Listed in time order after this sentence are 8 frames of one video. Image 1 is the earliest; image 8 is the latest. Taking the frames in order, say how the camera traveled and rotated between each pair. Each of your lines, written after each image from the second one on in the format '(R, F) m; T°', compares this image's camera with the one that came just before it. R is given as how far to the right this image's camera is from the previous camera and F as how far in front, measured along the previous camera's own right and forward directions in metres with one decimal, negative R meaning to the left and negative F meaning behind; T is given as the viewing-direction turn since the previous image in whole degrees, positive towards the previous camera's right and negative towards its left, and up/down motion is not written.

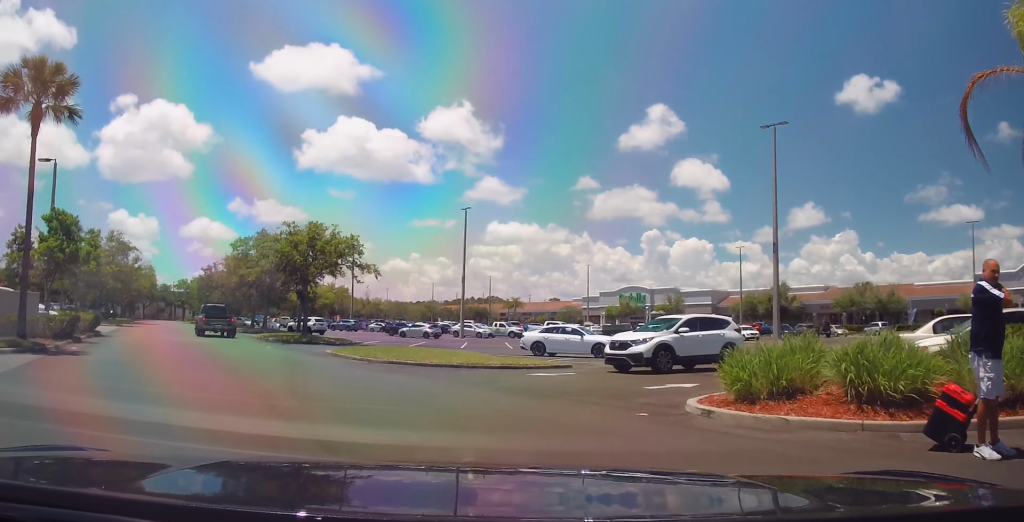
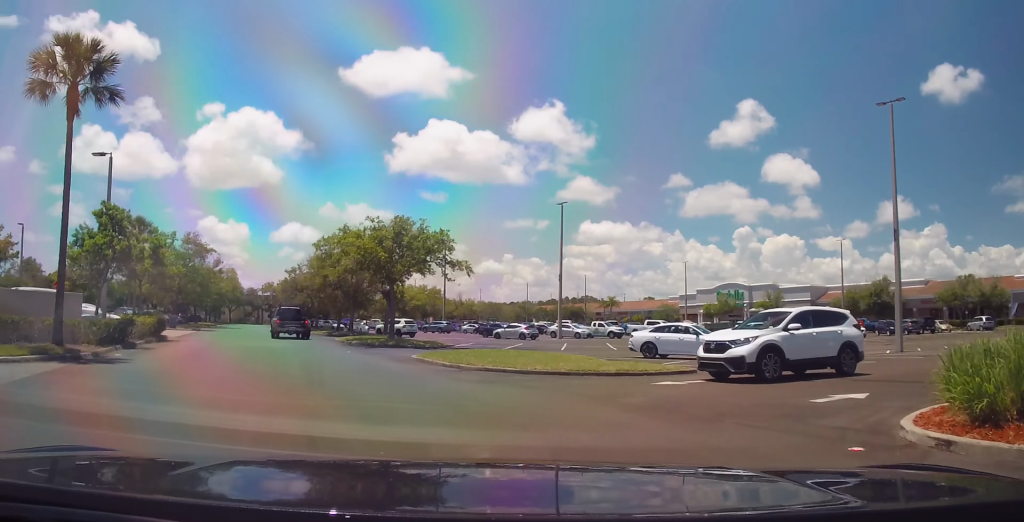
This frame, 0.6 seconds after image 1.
(-0.3, +2.6) m; -8°
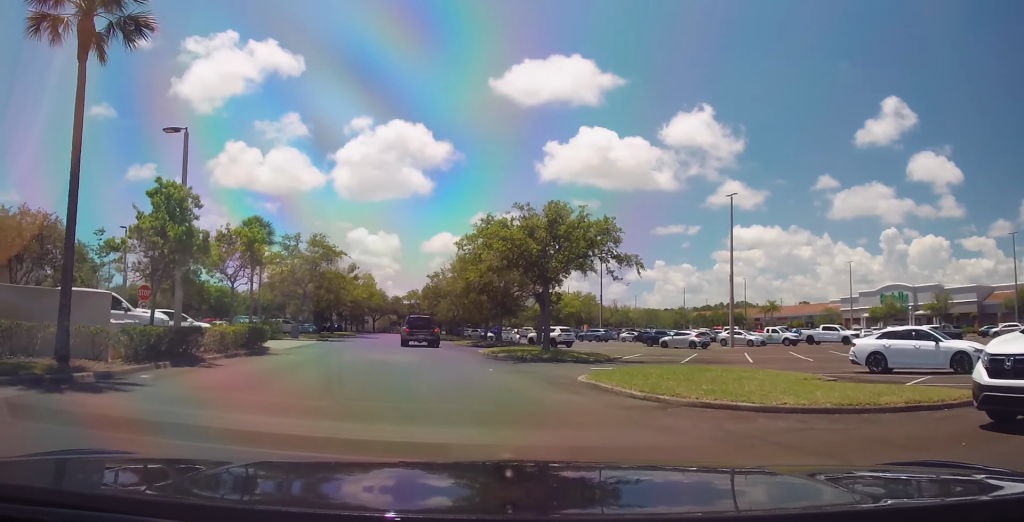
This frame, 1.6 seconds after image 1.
(-0.6, +5.4) m; -10°
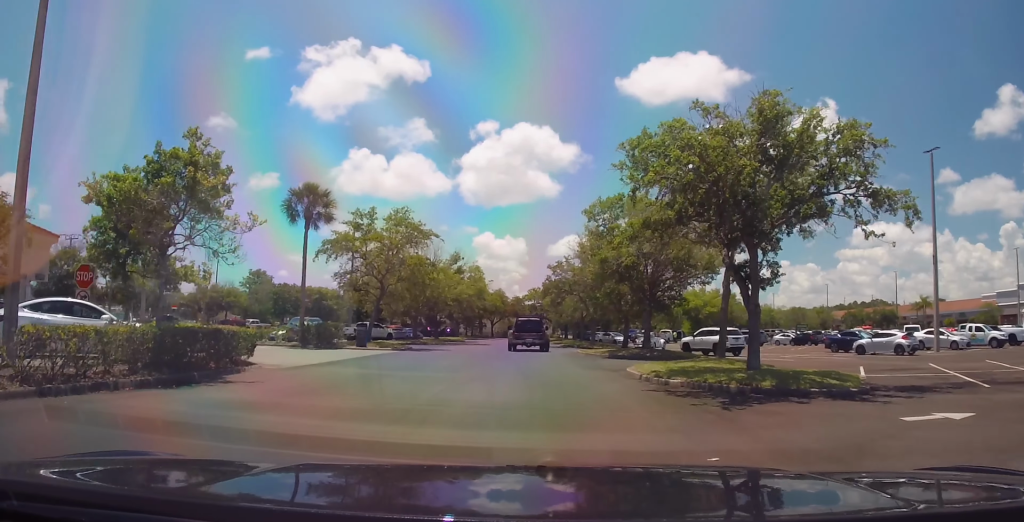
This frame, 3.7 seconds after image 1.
(-0.8, +12.7) m; -7°
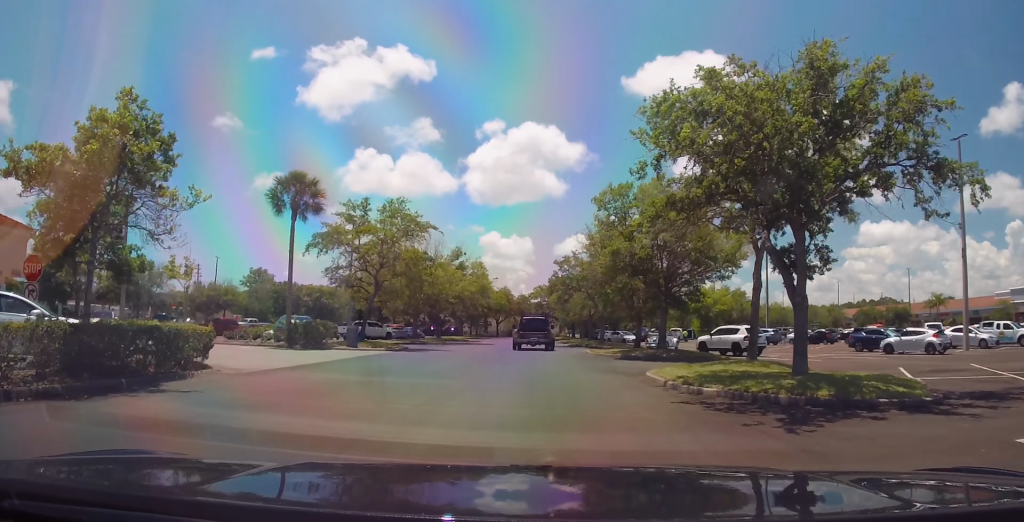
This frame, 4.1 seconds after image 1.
(0.0, +2.7) m; -2°
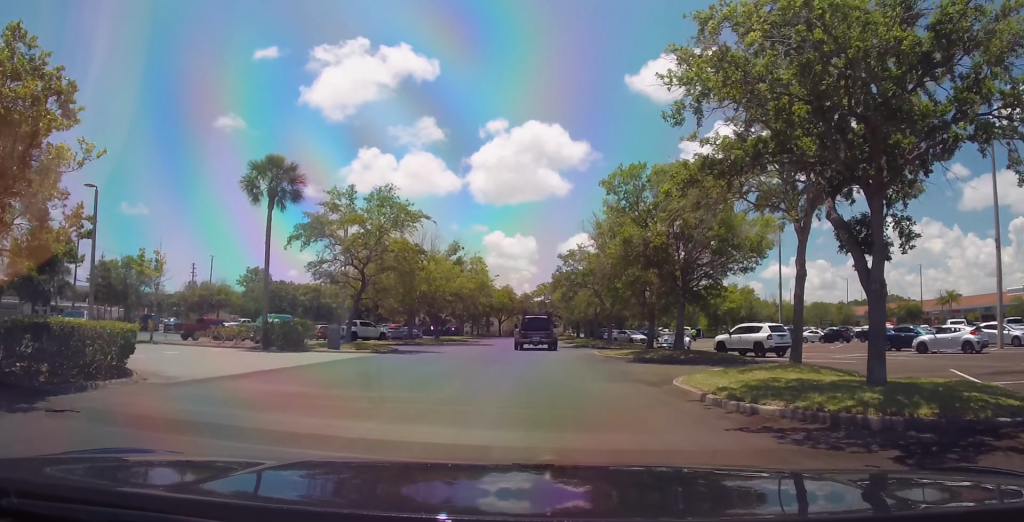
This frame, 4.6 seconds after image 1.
(-0.2, +3.2) m; -2°
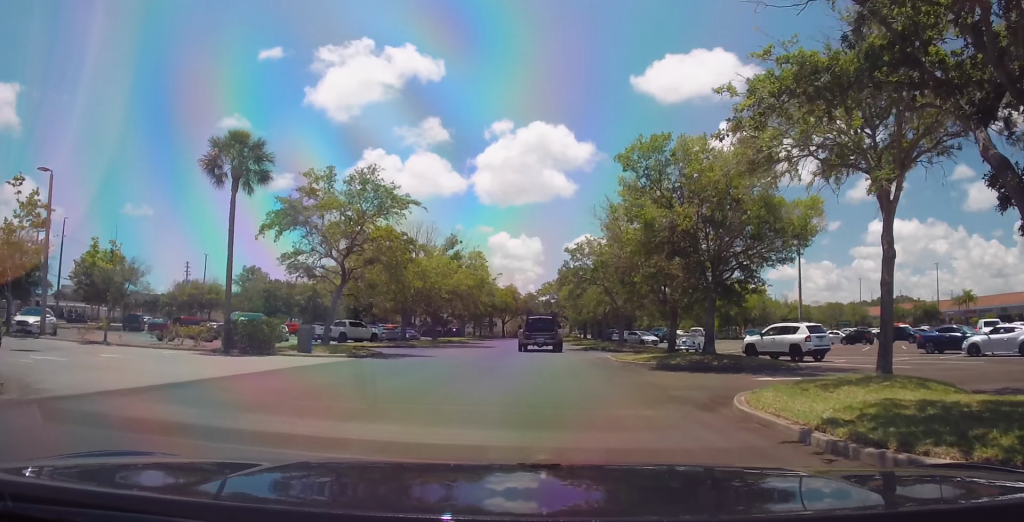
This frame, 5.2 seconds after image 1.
(-0.1, +4.1) m; -2°
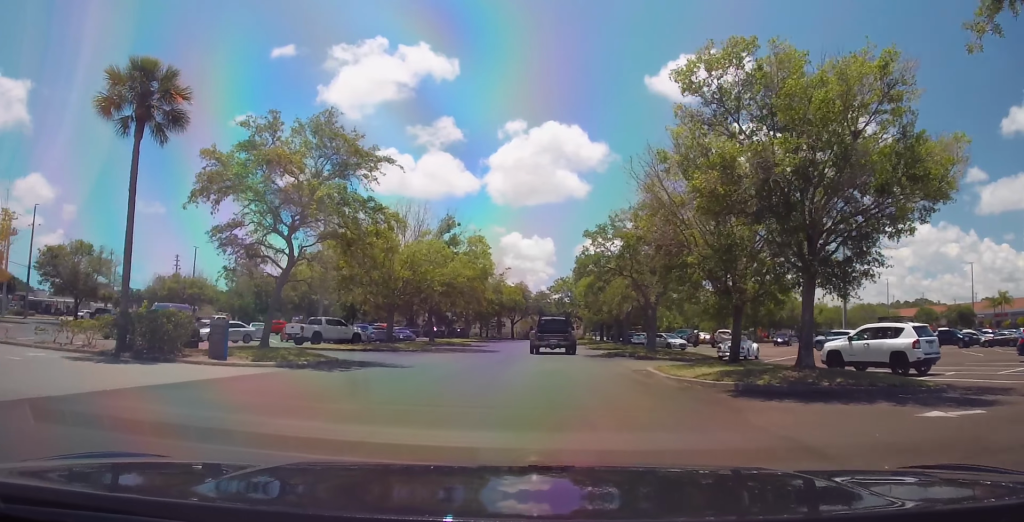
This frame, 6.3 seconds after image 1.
(0.0, +7.7) m; -2°
